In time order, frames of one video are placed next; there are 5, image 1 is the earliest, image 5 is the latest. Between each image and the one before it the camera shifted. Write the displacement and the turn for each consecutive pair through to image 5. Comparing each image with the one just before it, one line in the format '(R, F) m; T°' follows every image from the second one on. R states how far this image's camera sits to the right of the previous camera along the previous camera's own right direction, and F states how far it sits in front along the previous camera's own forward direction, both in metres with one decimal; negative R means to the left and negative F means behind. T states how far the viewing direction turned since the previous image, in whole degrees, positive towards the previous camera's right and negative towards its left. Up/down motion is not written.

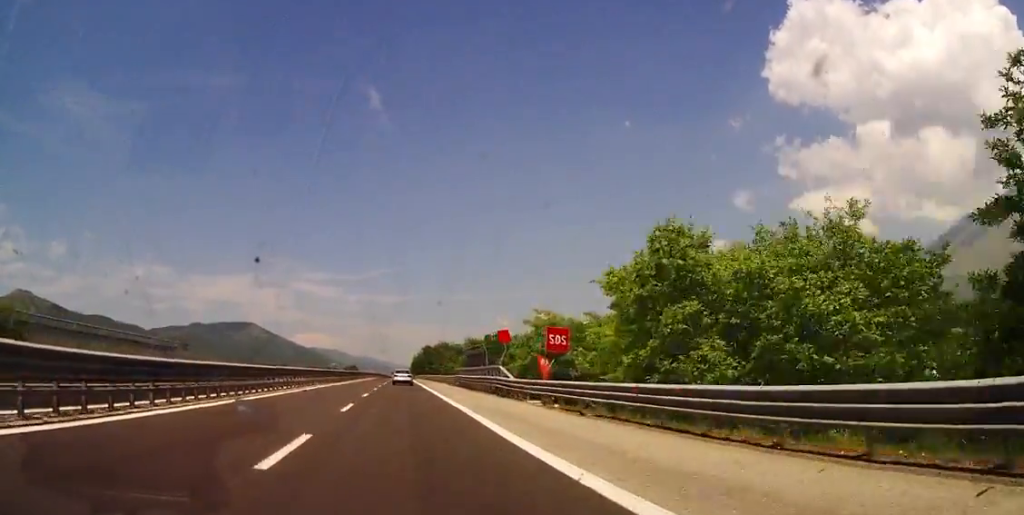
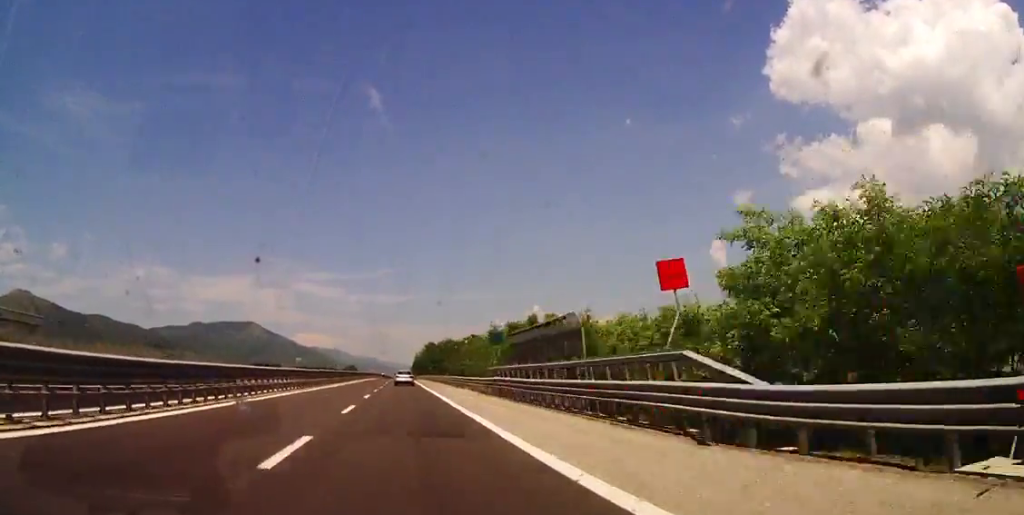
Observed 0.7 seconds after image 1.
(0.0, +23.1) m; 0°
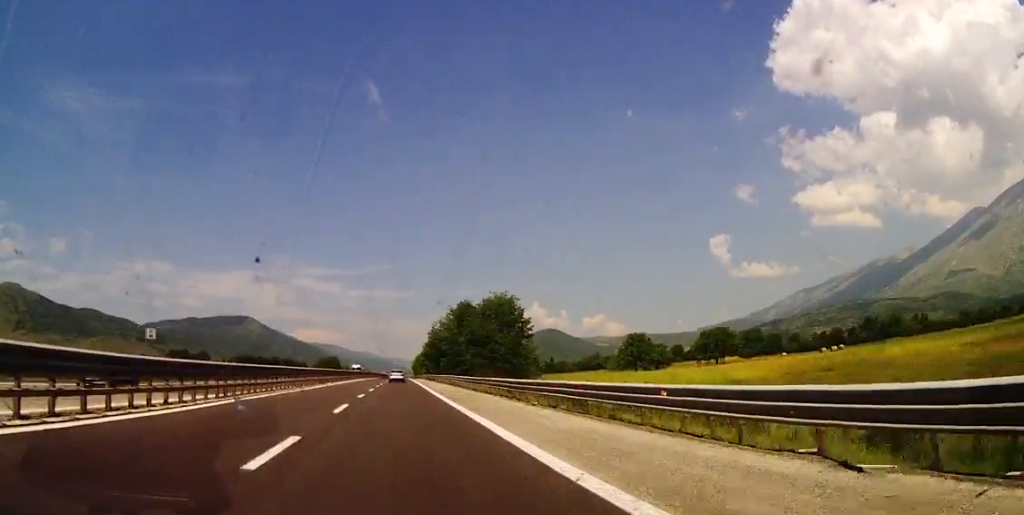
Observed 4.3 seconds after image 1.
(+0.5, +125.3) m; 0°
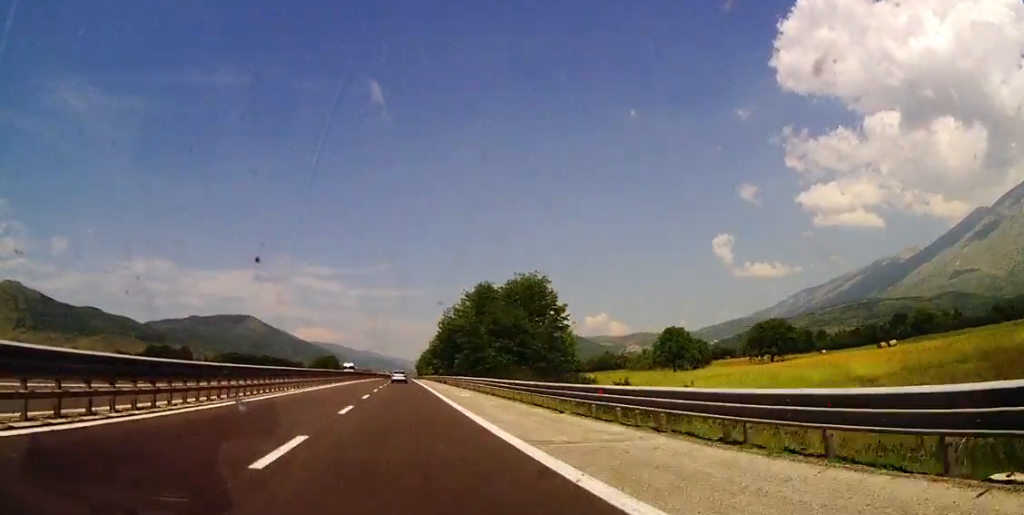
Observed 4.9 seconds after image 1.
(0.0, +22.3) m; 0°
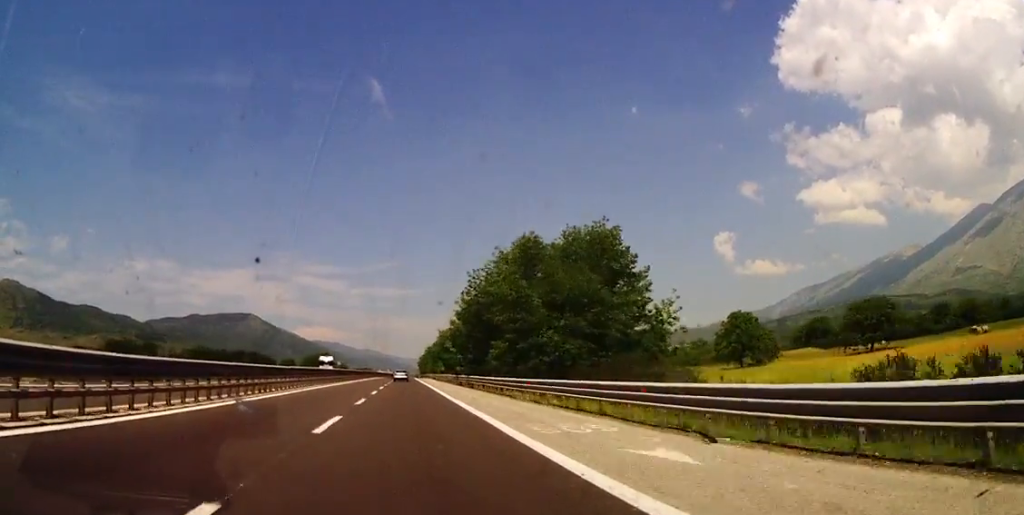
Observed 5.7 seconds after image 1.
(-0.1, +29.4) m; 0°
